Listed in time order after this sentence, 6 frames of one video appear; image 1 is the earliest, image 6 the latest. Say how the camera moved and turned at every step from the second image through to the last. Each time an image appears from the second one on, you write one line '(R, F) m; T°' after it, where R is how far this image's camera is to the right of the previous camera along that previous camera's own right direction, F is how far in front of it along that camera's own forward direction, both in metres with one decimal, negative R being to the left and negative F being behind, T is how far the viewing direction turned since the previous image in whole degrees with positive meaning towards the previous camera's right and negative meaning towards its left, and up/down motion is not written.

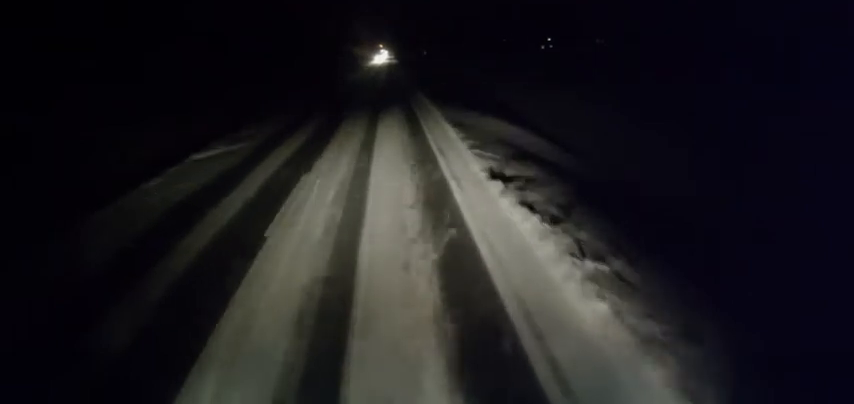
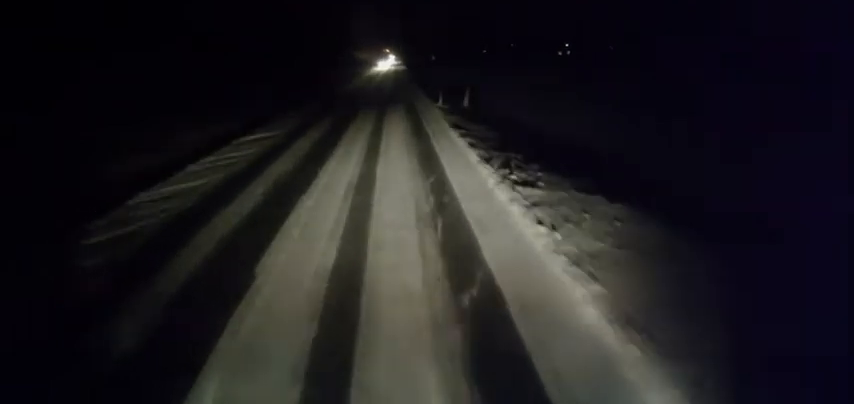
(0.0, +13.5) m; -1°
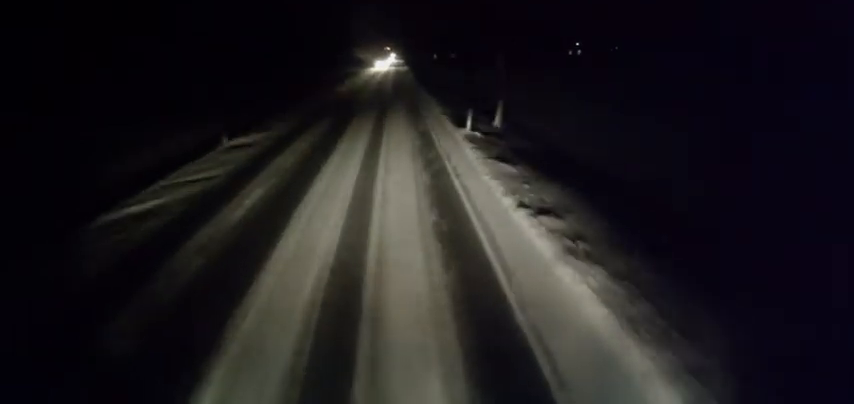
(-0.1, +9.8) m; -1°
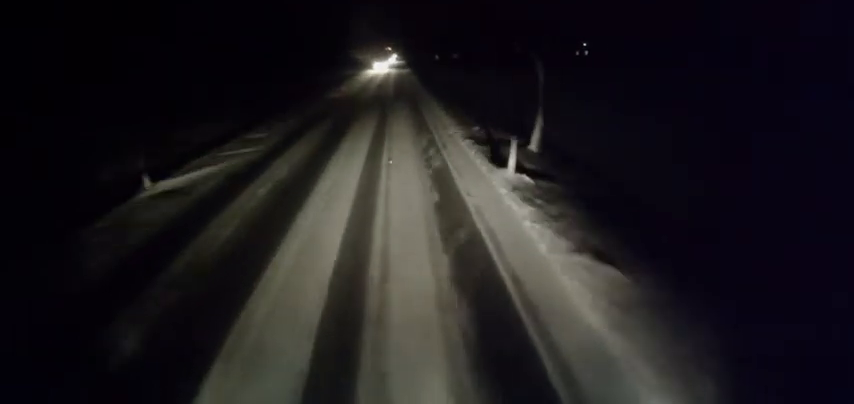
(-0.1, +6.2) m; 0°
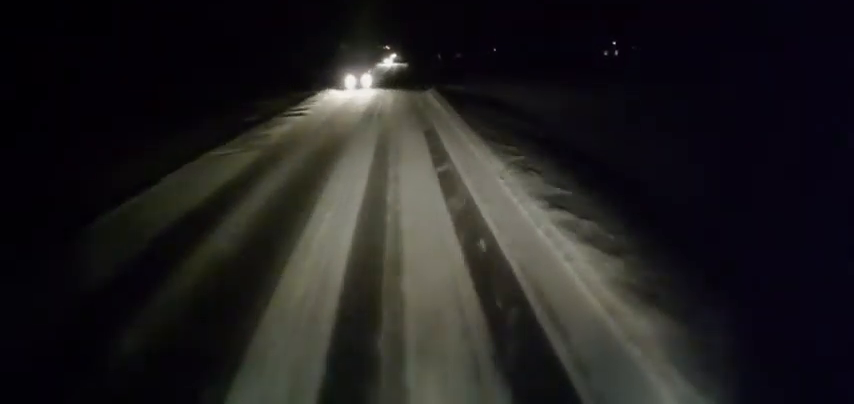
(0.0, +24.3) m; 0°
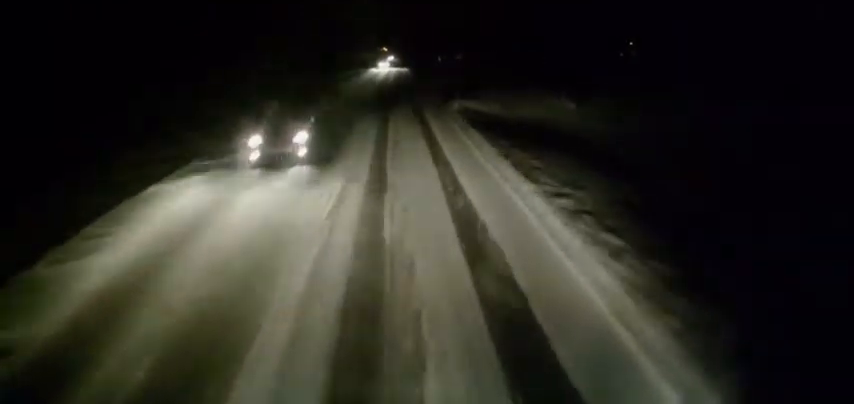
(0.0, +12.4) m; +1°
